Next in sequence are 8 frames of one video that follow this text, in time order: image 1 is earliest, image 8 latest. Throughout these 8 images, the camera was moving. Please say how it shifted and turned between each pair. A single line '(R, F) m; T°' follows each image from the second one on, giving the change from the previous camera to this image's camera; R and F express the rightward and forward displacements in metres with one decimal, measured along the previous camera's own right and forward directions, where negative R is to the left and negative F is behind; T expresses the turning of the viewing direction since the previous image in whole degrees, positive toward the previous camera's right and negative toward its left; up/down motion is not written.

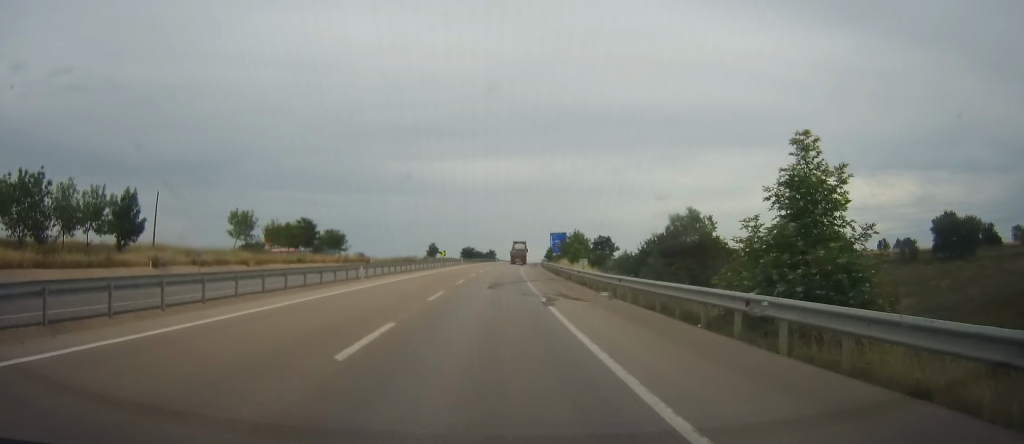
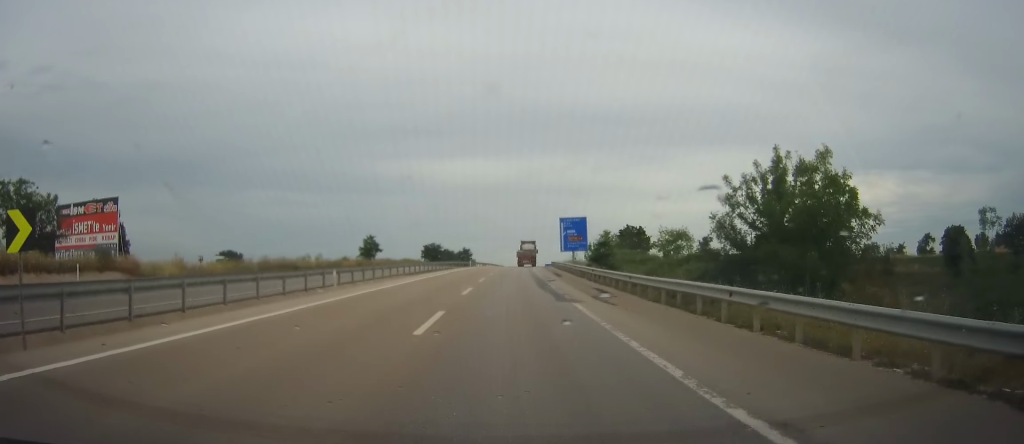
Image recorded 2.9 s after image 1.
(+2.5, +71.6) m; +3°
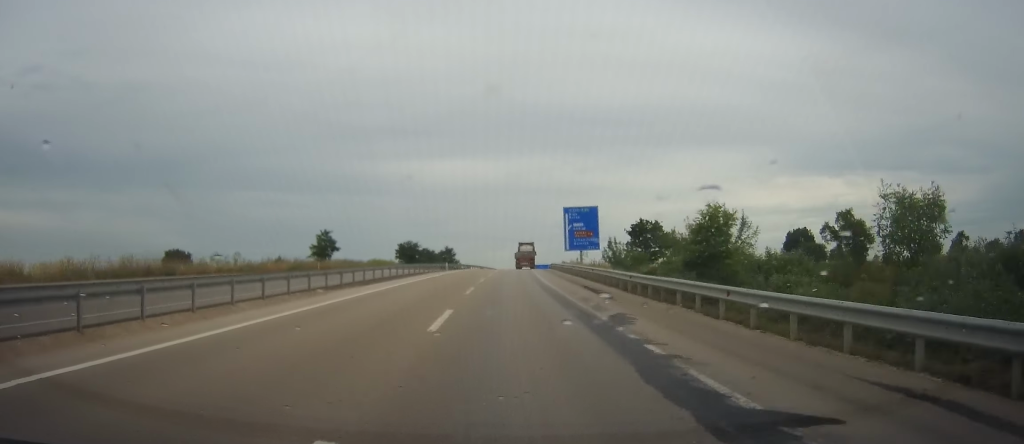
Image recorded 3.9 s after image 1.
(+0.2, +24.1) m; +1°
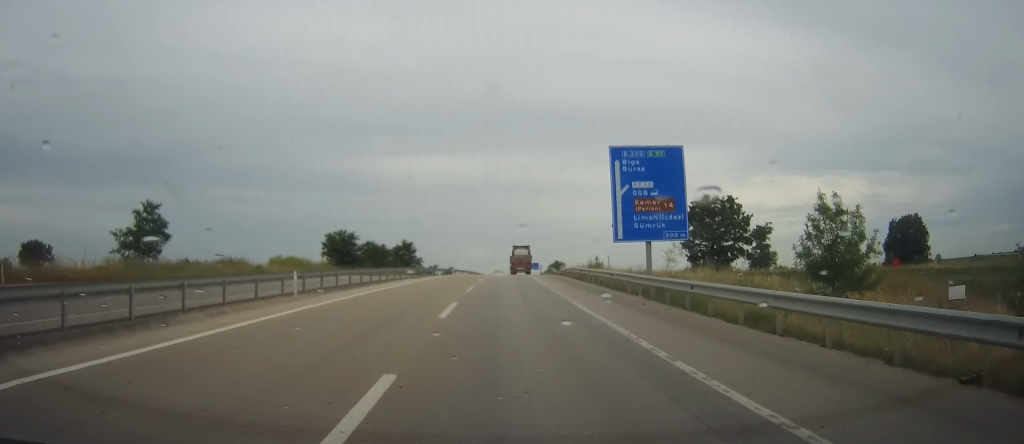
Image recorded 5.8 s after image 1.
(+0.4, +45.9) m; +2°
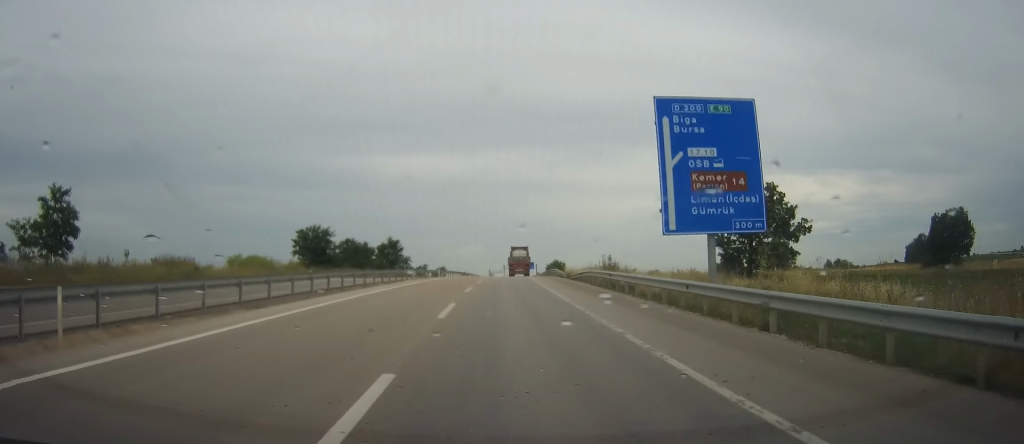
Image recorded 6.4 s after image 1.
(+0.1, +12.9) m; +2°
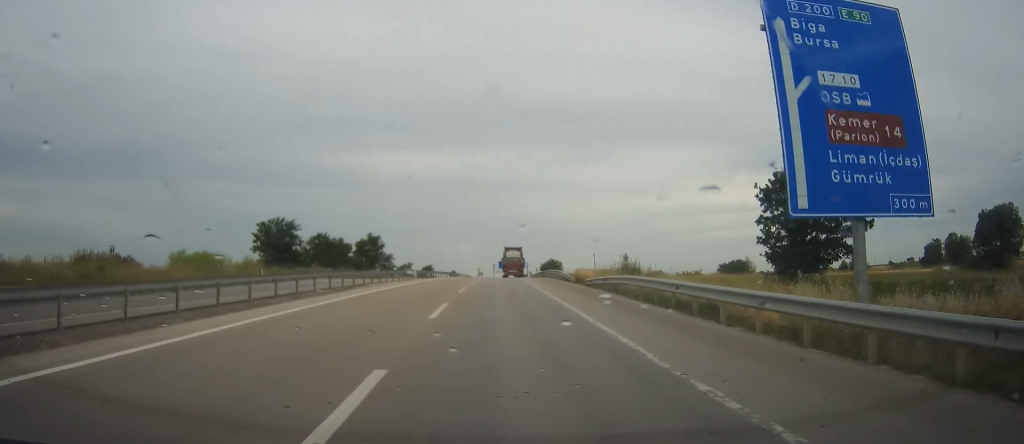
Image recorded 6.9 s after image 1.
(+0.3, +11.6) m; +1°
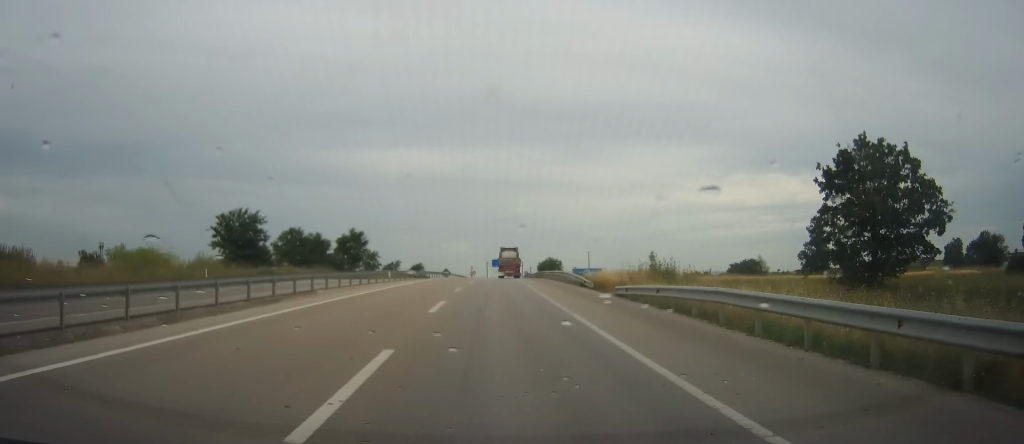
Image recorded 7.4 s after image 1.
(+0.3, +11.1) m; 0°
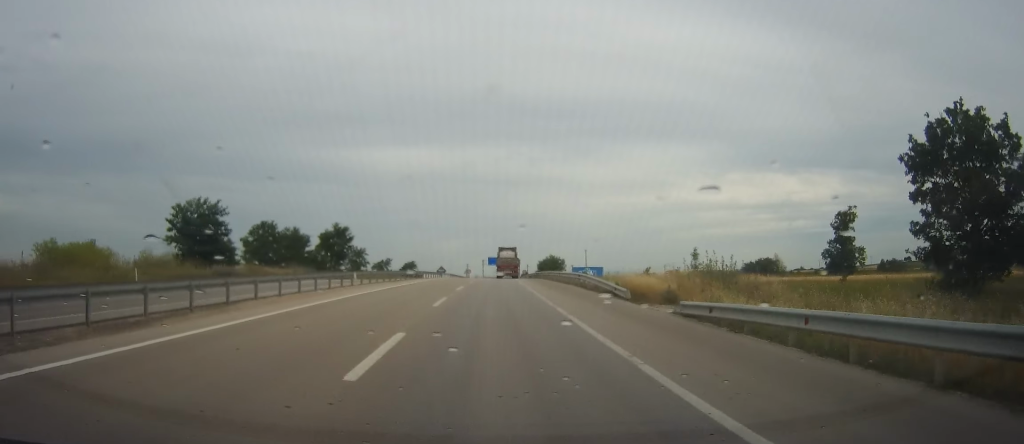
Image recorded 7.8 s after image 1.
(-0.1, +9.5) m; 0°
